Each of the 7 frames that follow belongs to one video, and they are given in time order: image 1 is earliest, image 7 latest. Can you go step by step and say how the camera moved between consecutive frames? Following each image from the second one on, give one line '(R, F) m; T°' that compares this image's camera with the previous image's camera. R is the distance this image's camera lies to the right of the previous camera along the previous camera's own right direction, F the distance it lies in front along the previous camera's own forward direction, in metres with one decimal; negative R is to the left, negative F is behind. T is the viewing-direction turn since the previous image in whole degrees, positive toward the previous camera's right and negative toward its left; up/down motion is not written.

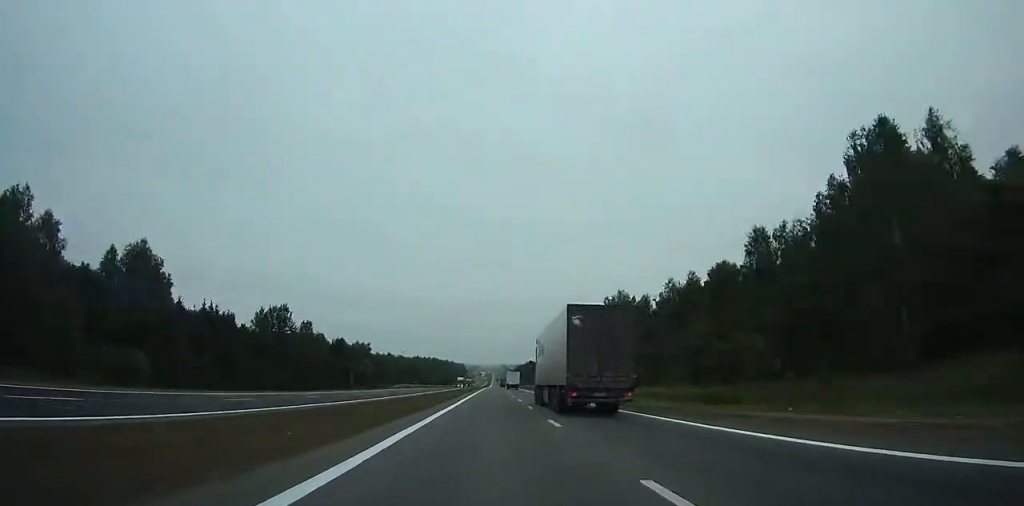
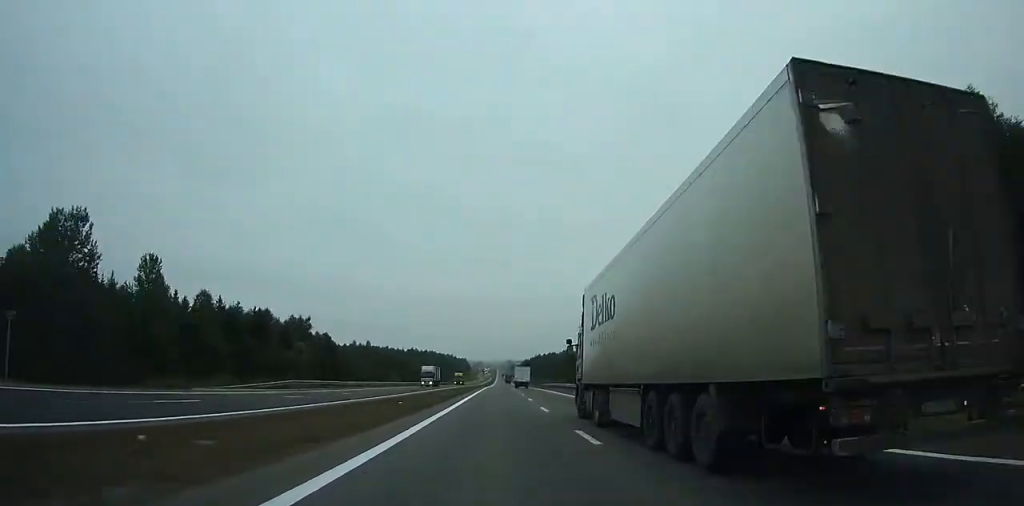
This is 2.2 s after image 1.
(0.0, +65.5) m; 0°
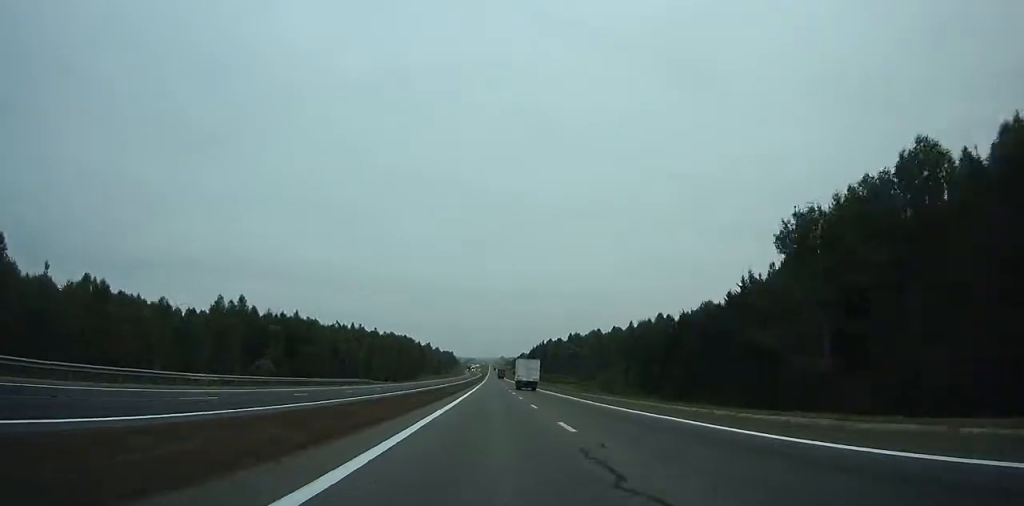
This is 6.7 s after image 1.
(+1.0, +131.3) m; +1°
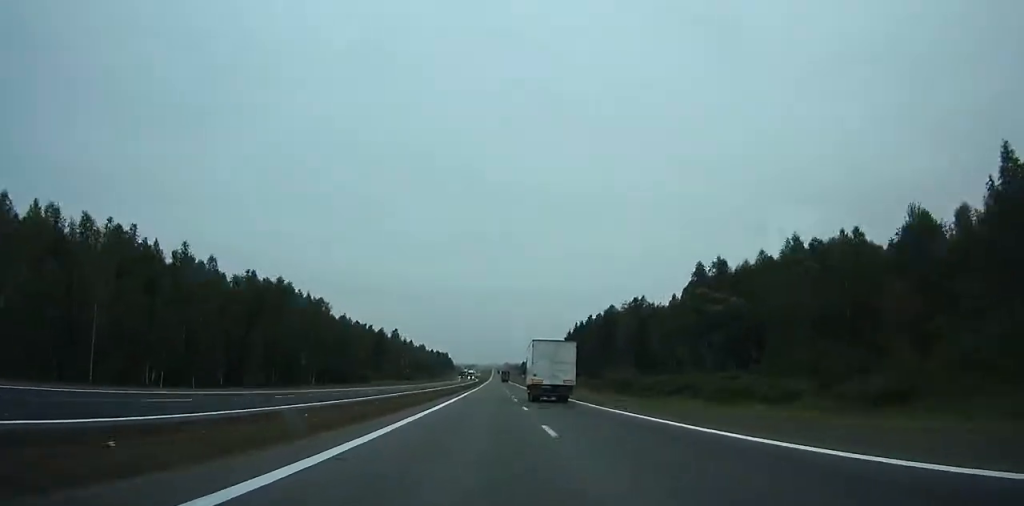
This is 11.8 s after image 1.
(+0.2, +146.6) m; 0°
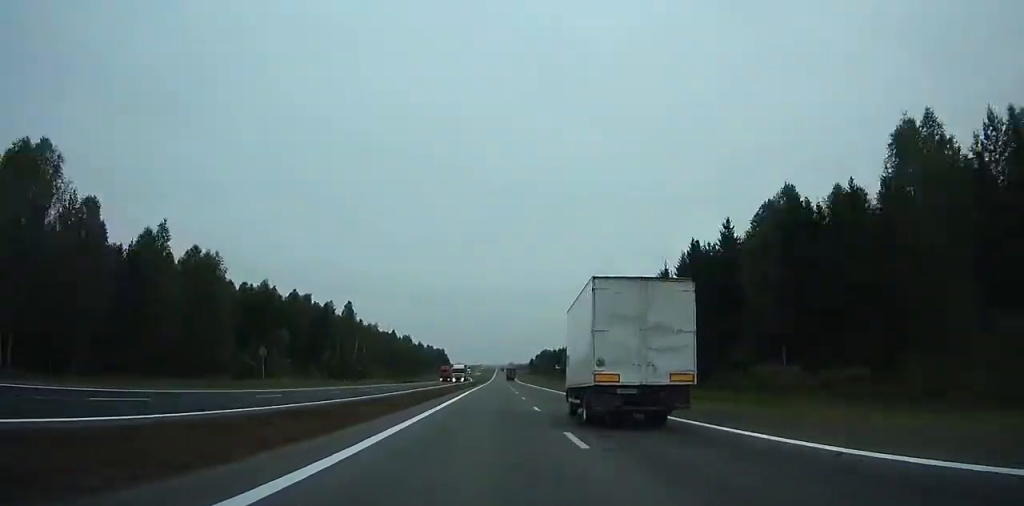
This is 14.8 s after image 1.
(-0.2, +86.1) m; 0°
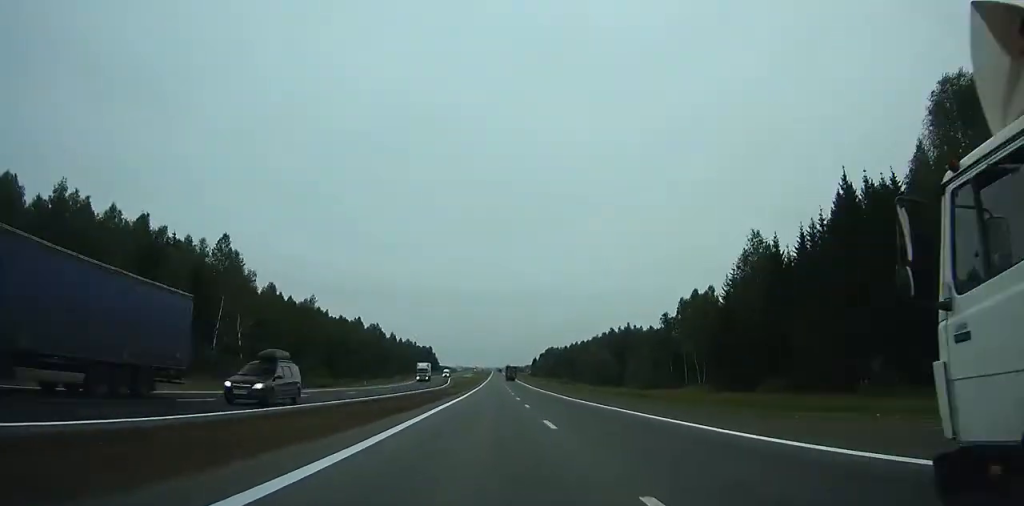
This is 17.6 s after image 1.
(-0.3, +80.6) m; 0°
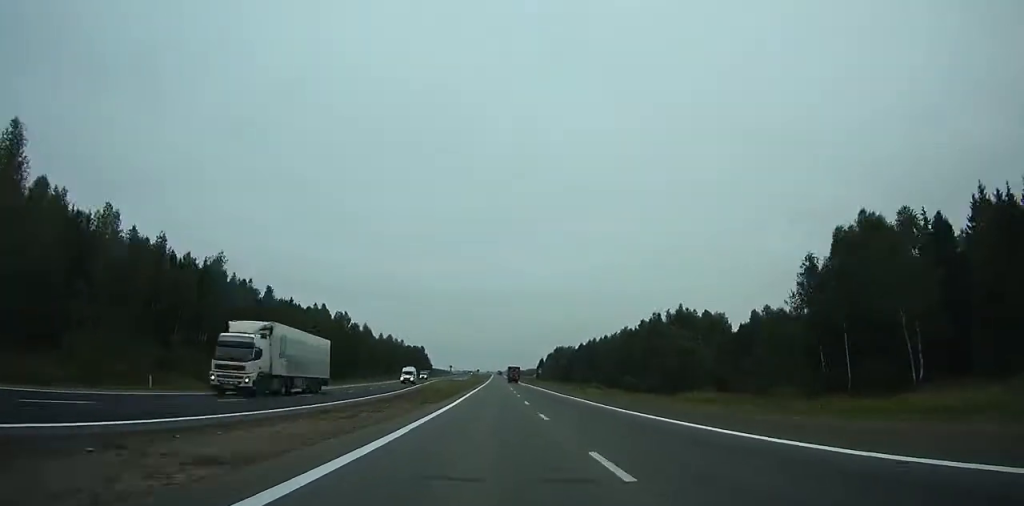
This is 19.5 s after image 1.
(-0.4, +54.8) m; 0°
